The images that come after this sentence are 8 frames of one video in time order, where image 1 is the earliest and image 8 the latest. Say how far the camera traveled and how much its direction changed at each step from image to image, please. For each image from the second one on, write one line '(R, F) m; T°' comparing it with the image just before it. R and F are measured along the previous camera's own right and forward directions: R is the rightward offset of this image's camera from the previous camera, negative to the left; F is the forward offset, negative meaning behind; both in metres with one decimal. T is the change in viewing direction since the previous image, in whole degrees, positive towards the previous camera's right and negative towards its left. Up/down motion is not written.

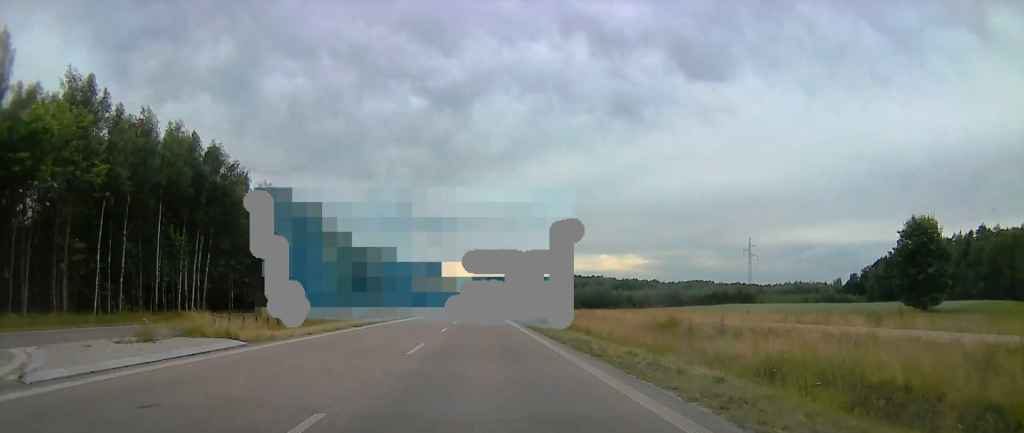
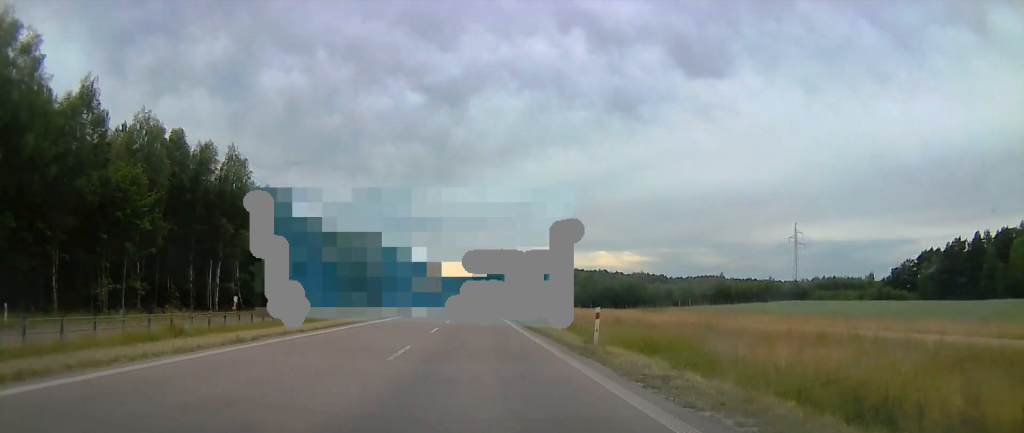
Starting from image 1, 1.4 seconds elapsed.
(+0.7, +37.8) m; +1°
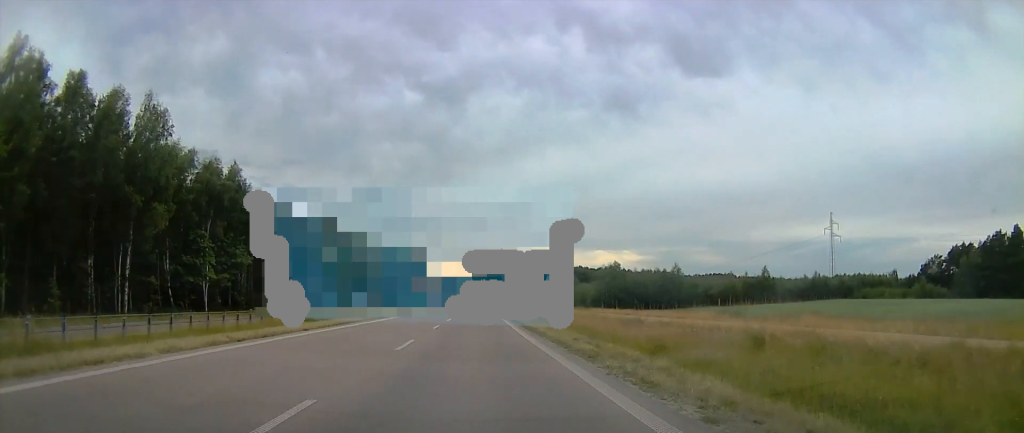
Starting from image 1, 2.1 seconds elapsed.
(0.0, +21.2) m; -1°
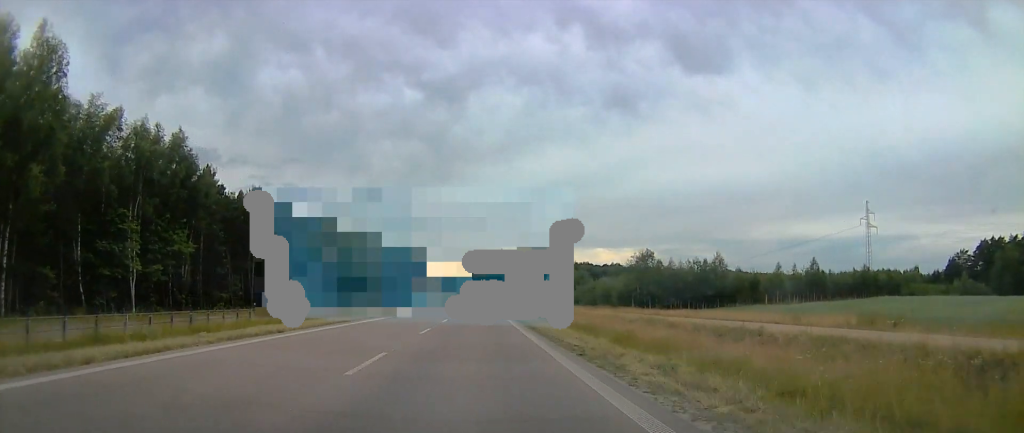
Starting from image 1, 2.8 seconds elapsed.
(-0.2, +19.0) m; 0°
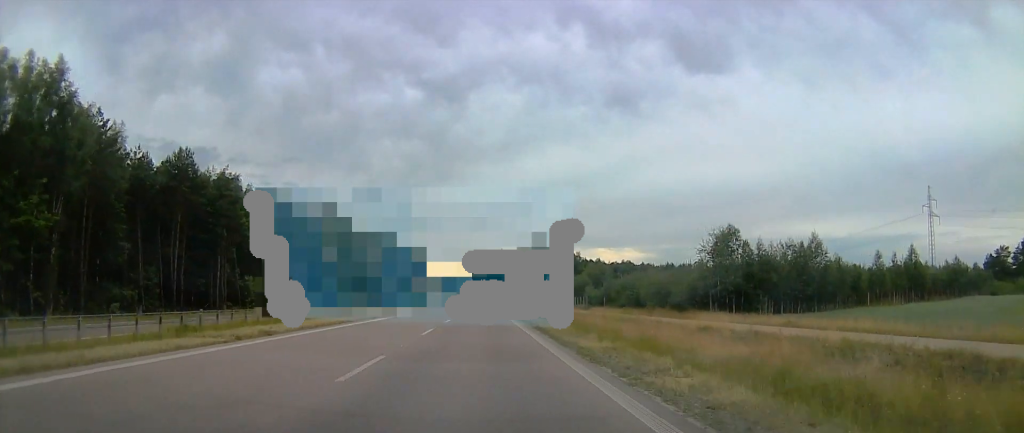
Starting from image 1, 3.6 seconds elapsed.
(-0.2, +26.0) m; 0°
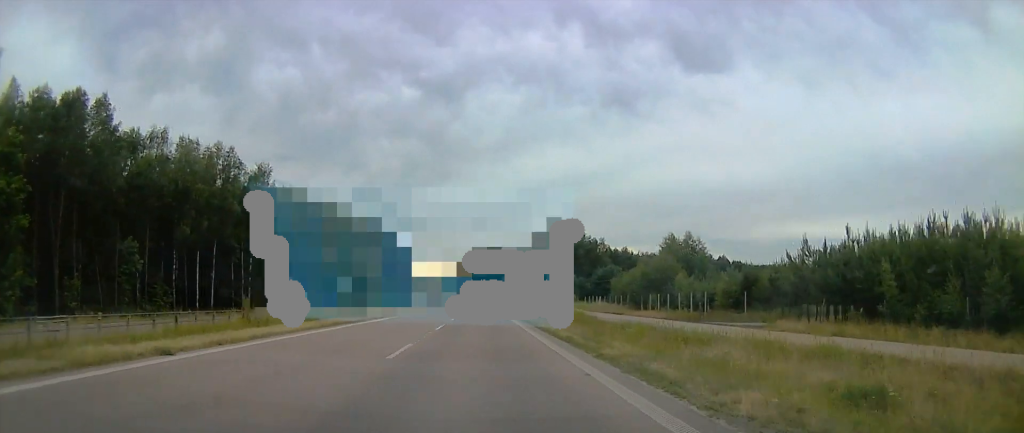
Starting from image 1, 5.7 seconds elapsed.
(+0.1, +58.4) m; 0°
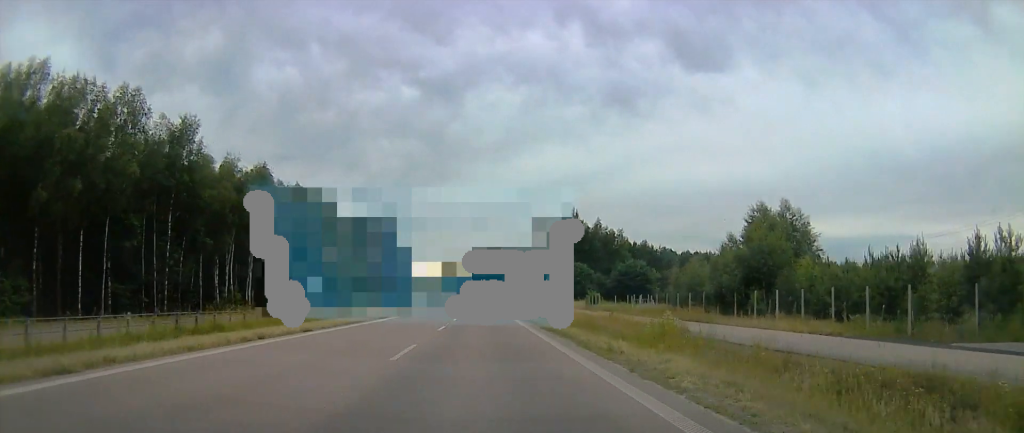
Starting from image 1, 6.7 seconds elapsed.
(0.0, +24.3) m; 0°
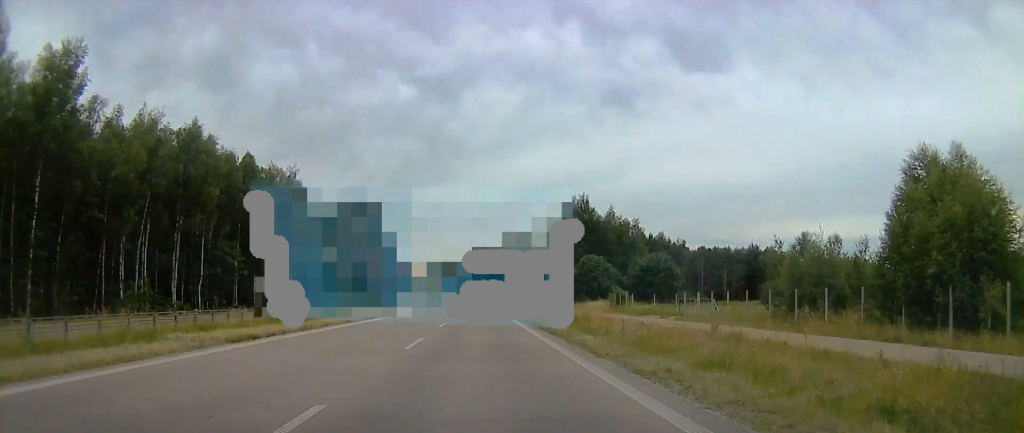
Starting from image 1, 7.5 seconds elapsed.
(0.0, +21.1) m; 0°
